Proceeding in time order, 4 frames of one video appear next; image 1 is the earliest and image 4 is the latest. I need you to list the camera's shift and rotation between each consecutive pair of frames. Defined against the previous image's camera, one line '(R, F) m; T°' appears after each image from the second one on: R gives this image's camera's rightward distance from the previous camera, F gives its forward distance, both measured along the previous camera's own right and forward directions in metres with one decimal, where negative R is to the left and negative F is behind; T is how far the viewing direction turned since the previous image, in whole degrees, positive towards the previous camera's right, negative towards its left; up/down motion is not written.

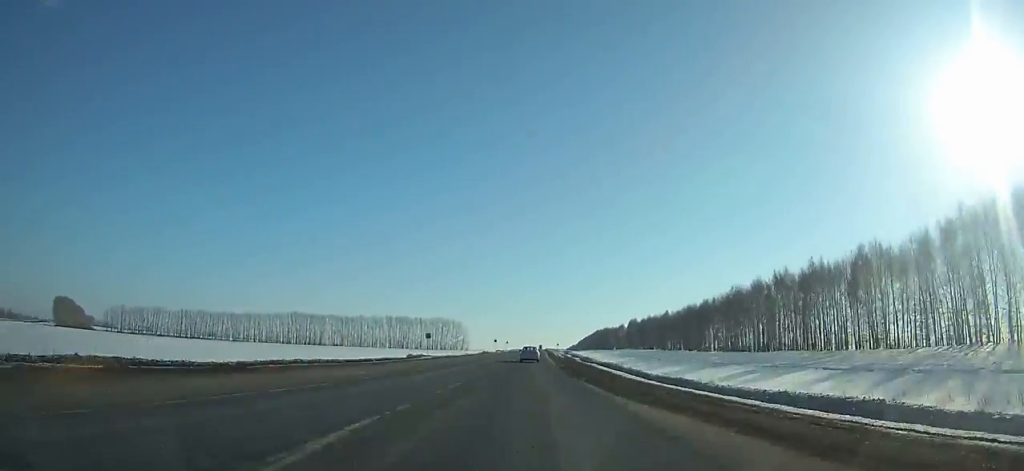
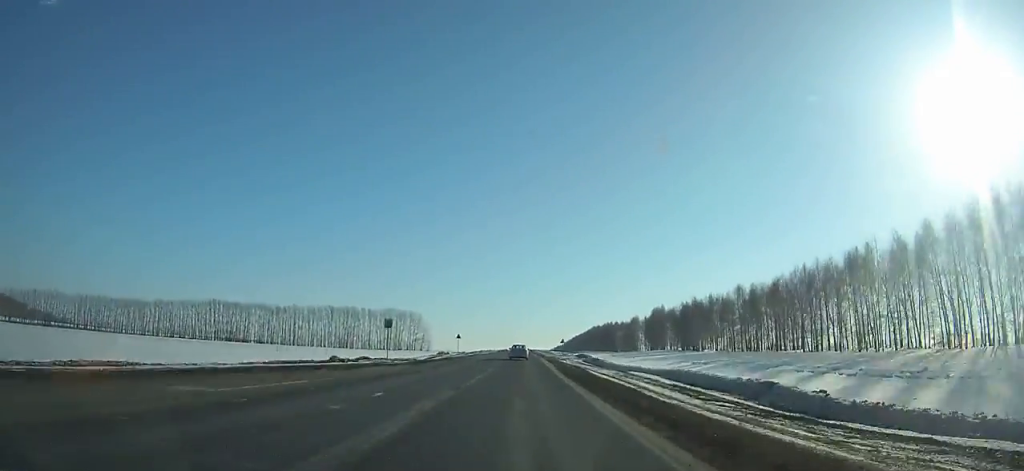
(+0.7, +100.4) m; +1°
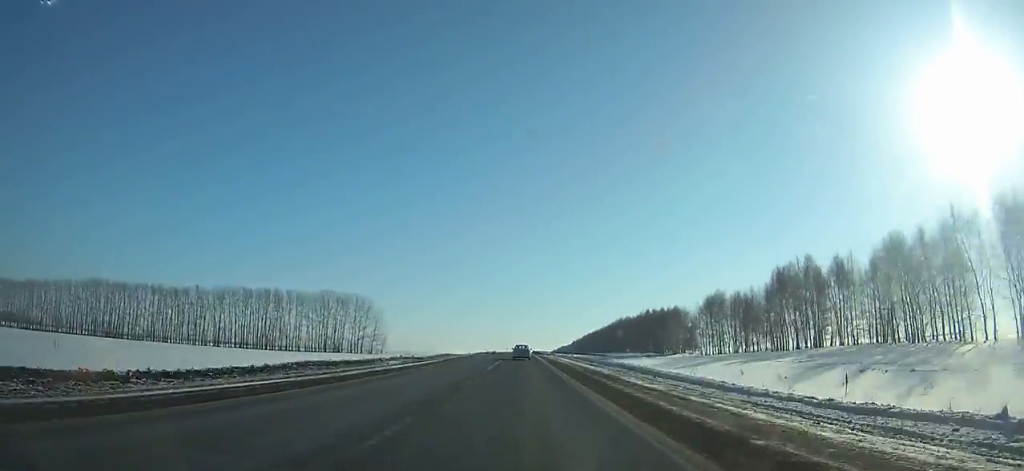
(+0.2, +113.7) m; 0°
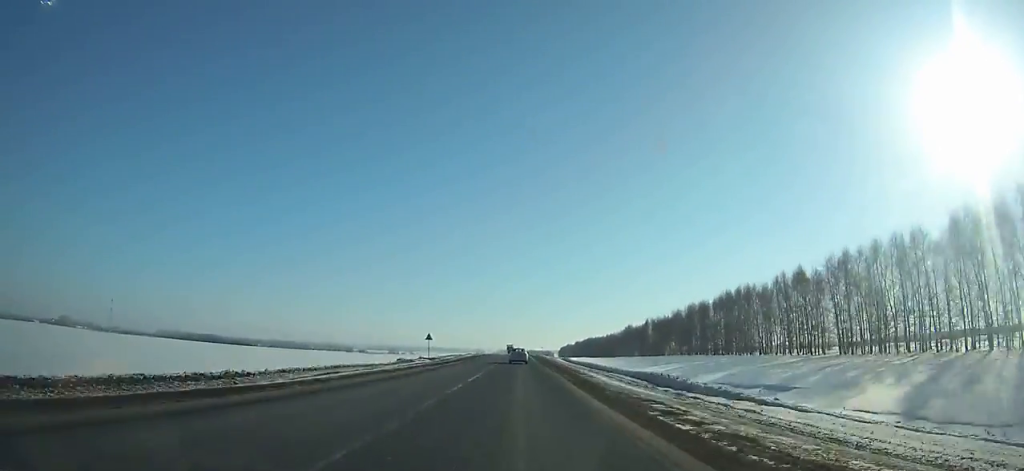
(+0.3, +314.1) m; 0°
